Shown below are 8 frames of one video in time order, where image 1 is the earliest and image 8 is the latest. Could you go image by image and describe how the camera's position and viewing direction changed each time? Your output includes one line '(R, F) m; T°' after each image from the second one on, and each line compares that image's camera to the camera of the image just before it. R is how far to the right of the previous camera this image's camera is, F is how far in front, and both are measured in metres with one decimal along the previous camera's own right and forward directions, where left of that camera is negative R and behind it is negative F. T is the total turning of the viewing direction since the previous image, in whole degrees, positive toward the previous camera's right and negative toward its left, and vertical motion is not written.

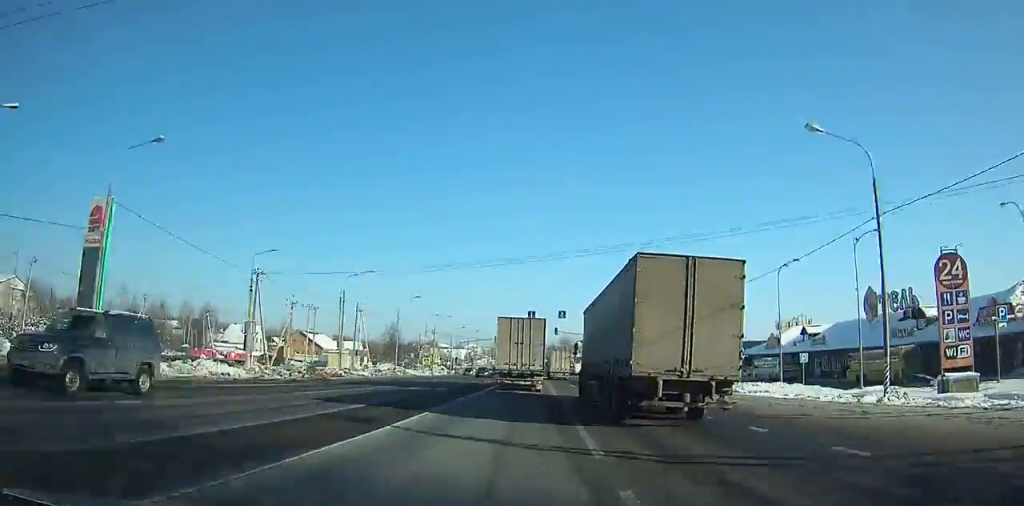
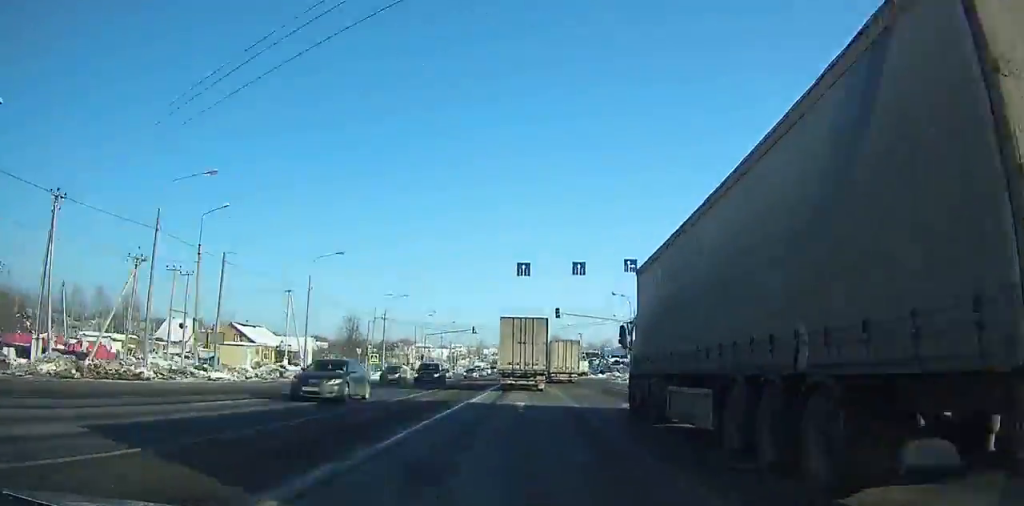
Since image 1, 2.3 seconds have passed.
(+0.5, +28.8) m; -1°
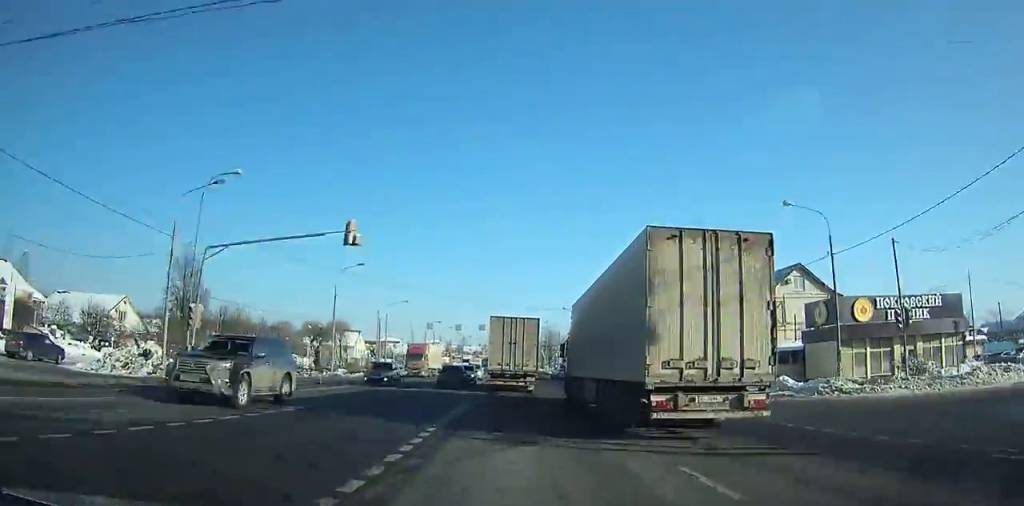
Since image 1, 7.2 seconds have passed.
(-1.8, +66.1) m; 0°
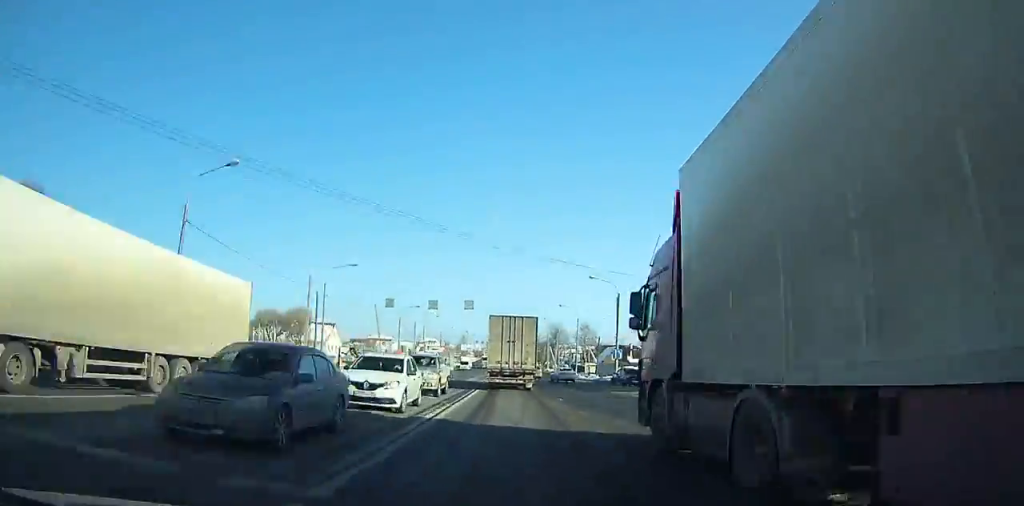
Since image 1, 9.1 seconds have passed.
(+0.1, +29.6) m; 0°
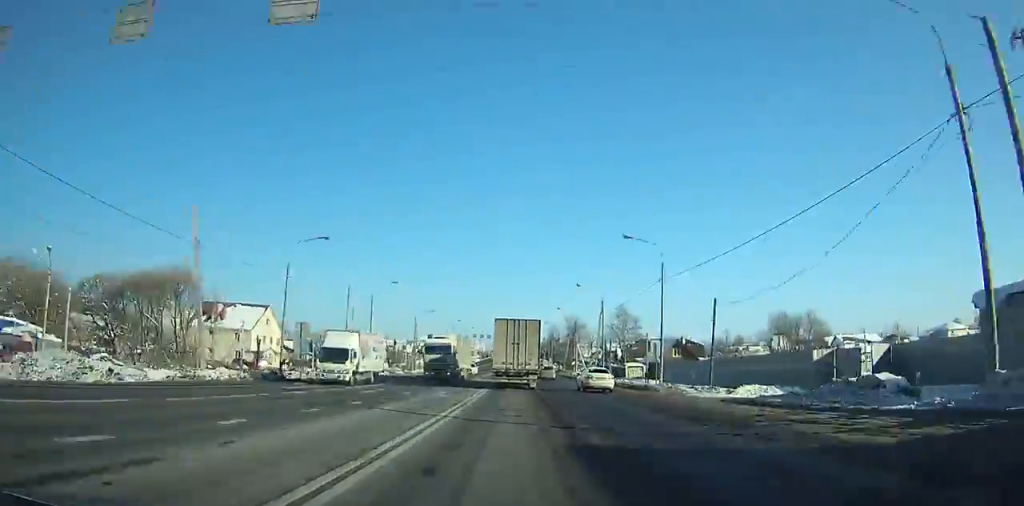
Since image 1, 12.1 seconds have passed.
(-0.1, +51.1) m; 0°
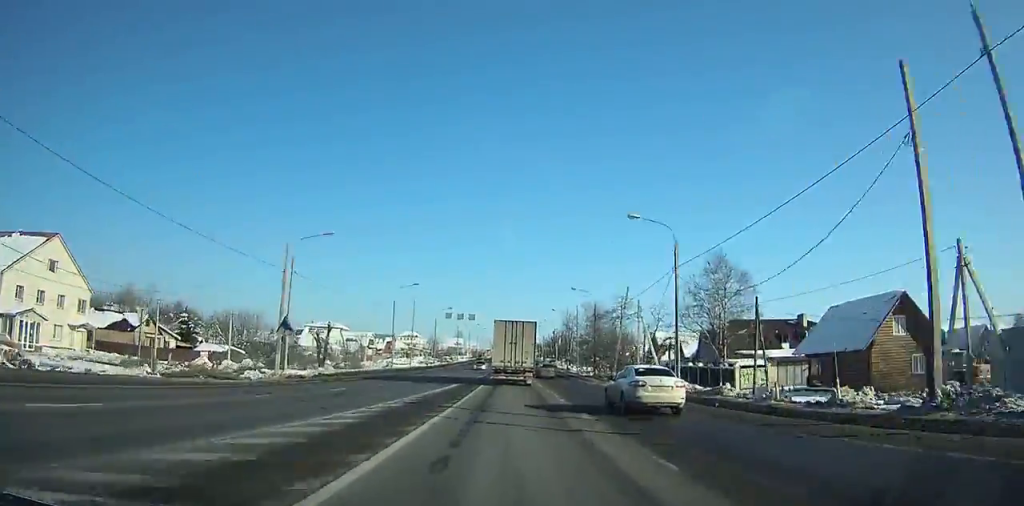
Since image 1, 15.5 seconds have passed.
(0.0, +62.8) m; 0°
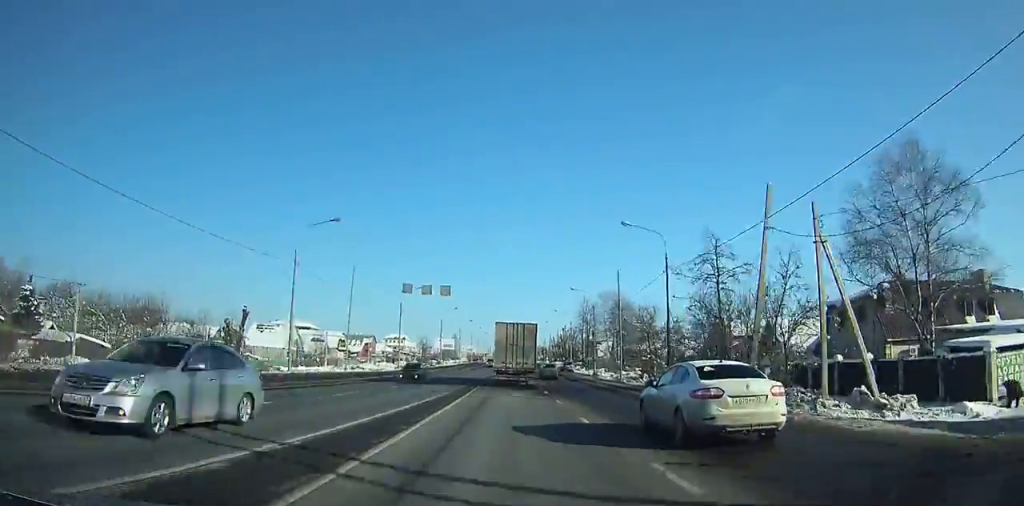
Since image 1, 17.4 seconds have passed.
(0.0, +36.0) m; 0°
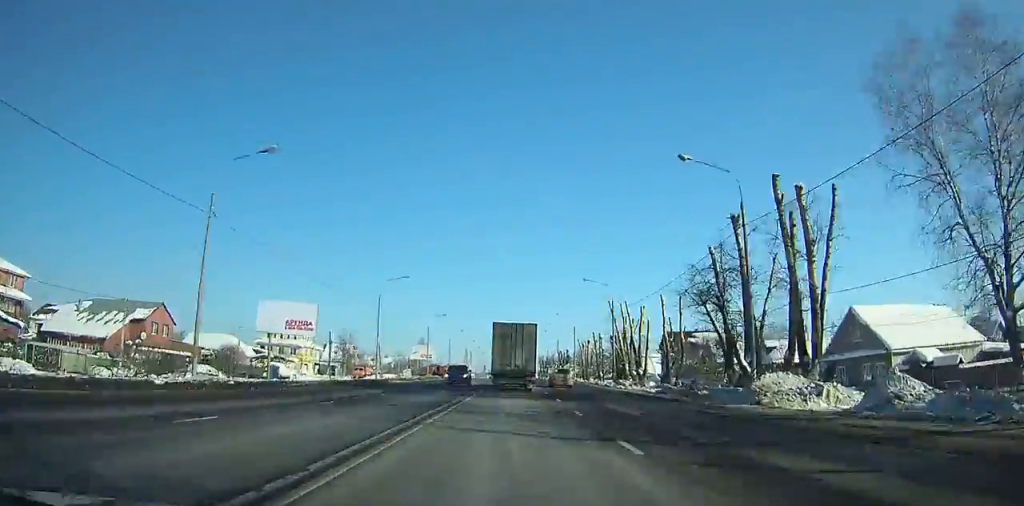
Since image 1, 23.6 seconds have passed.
(-0.8, +119.4) m; 0°
